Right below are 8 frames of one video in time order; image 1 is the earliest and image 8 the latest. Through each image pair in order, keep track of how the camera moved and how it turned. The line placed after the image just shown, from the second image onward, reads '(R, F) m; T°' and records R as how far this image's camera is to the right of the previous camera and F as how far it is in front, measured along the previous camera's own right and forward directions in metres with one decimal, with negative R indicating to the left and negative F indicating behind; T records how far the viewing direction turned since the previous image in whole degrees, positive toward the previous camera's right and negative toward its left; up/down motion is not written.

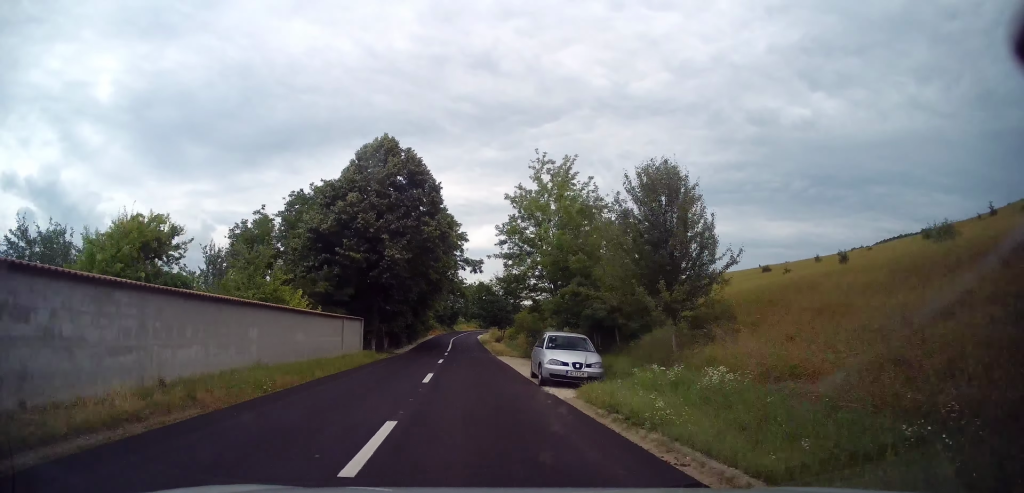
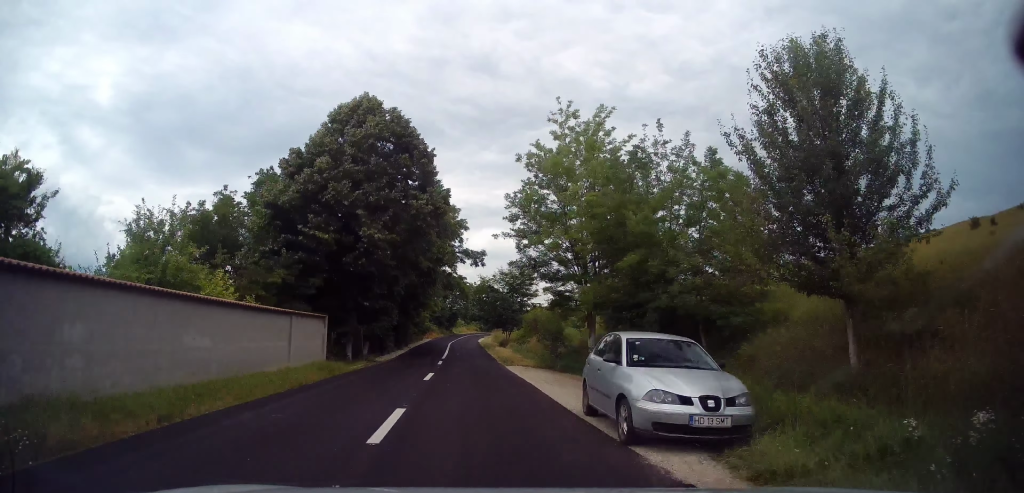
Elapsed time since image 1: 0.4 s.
(+0.4, +7.3) m; +1°
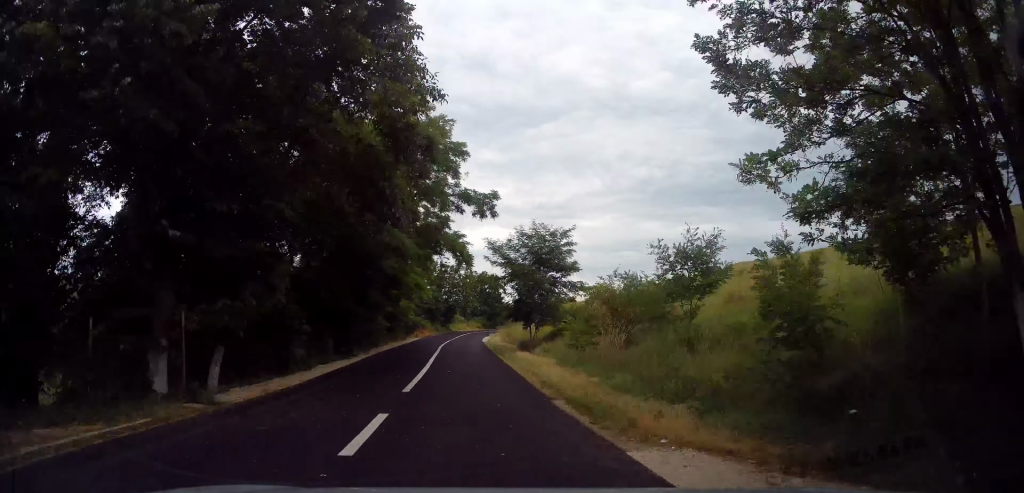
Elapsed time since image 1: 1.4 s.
(+0.1, +18.1) m; -1°
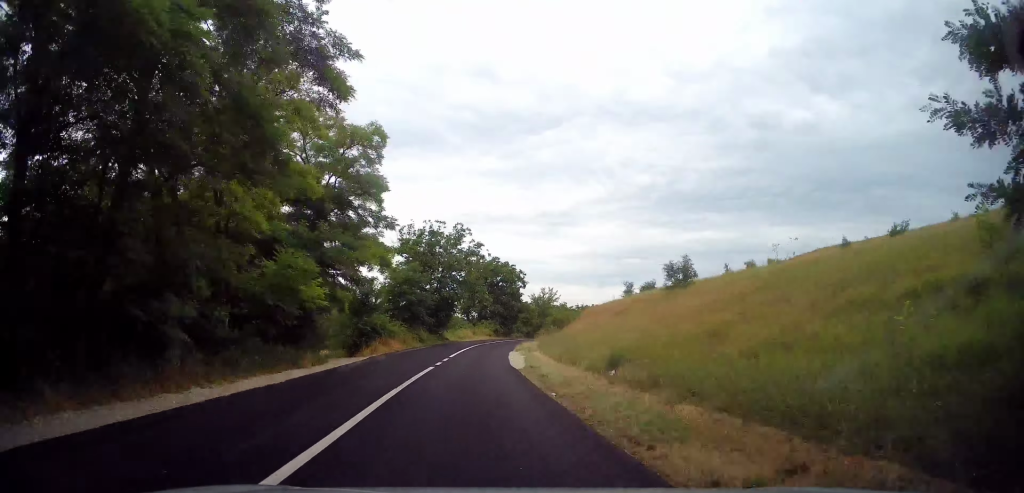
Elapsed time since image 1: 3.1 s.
(-0.9, +30.3) m; 0°
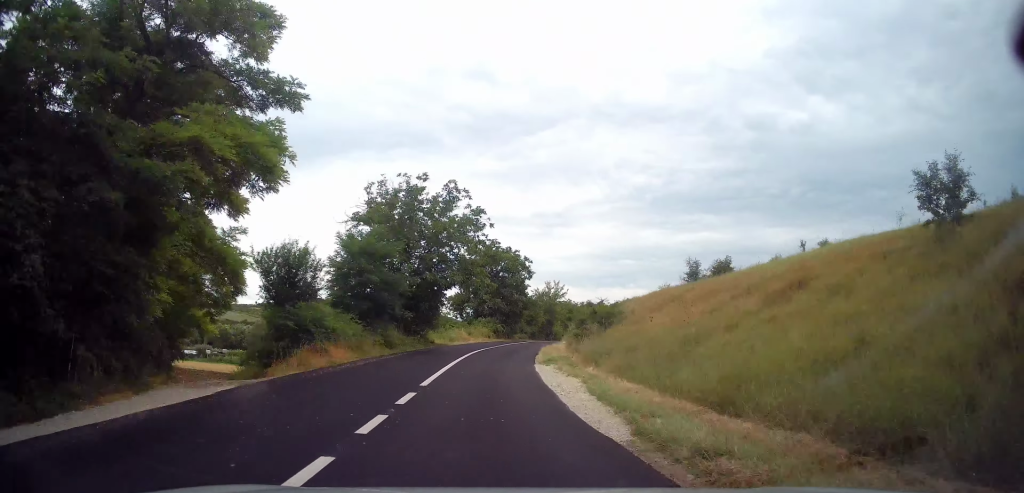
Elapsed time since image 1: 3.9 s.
(+0.3, +14.1) m; +3°
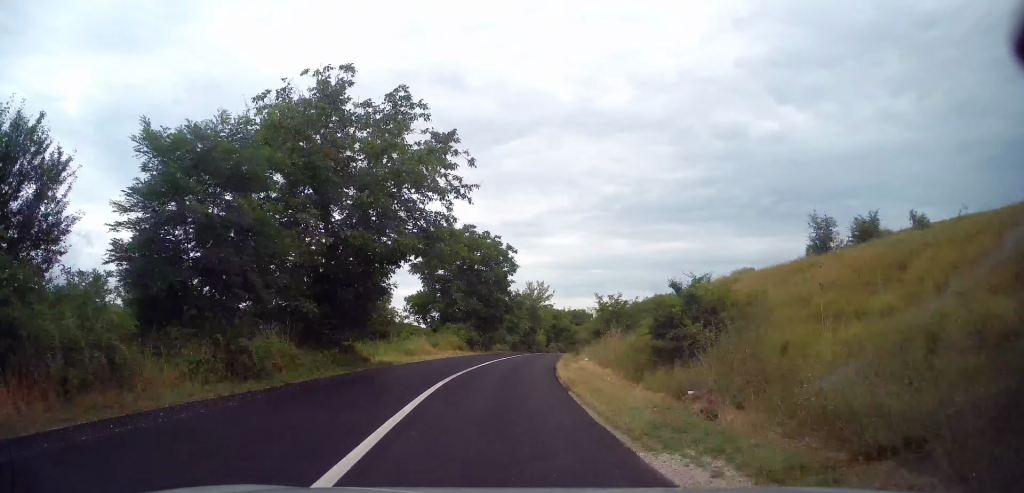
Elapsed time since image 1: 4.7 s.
(+0.3, +14.5) m; +3°
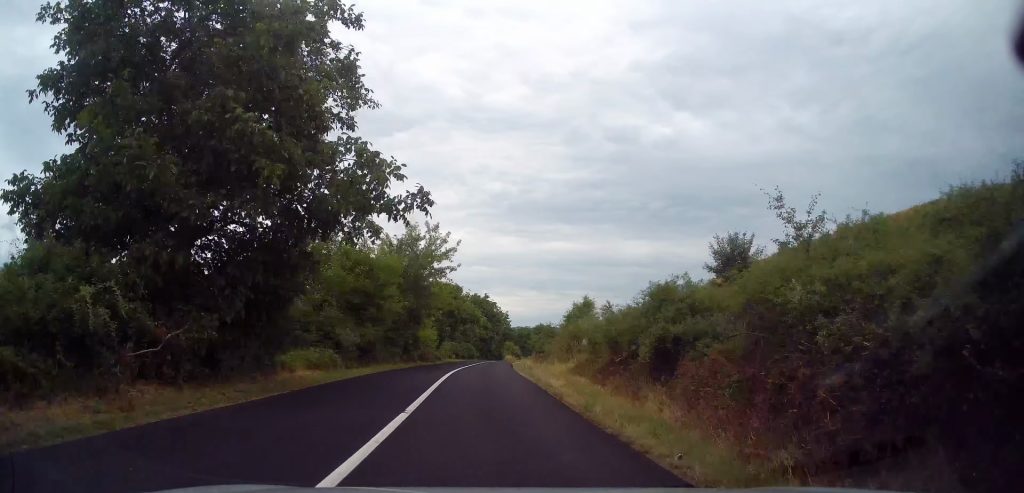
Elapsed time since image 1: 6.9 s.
(+3.8, +36.4) m; +12°
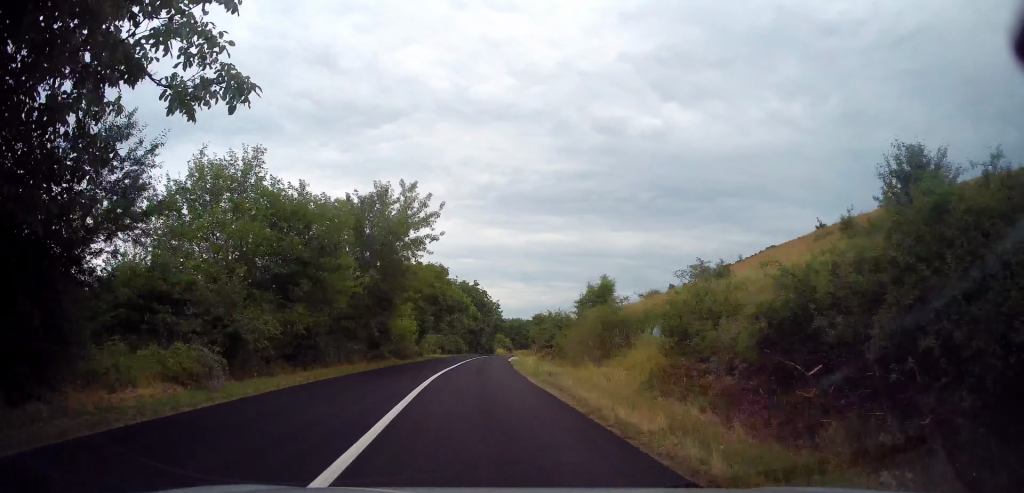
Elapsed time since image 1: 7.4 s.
(+0.2, +8.6) m; +1°
